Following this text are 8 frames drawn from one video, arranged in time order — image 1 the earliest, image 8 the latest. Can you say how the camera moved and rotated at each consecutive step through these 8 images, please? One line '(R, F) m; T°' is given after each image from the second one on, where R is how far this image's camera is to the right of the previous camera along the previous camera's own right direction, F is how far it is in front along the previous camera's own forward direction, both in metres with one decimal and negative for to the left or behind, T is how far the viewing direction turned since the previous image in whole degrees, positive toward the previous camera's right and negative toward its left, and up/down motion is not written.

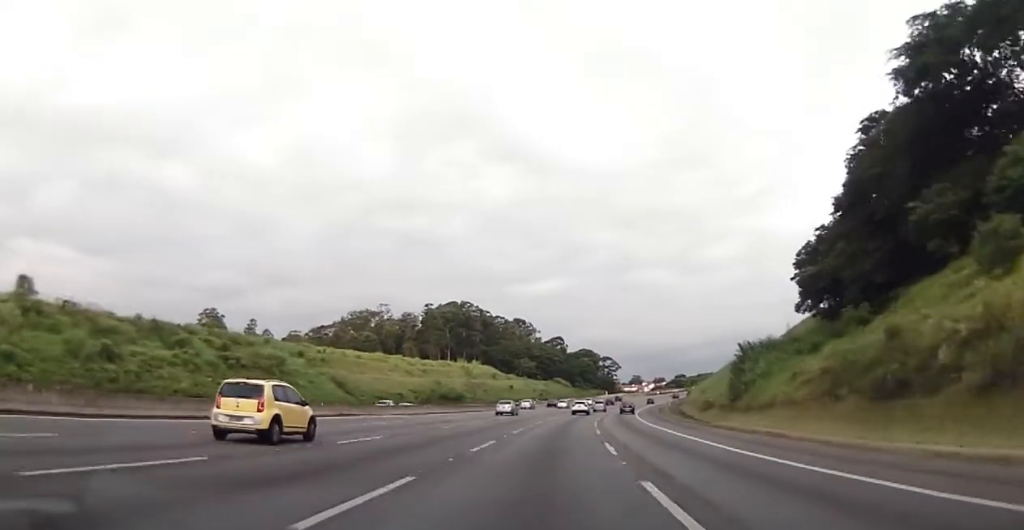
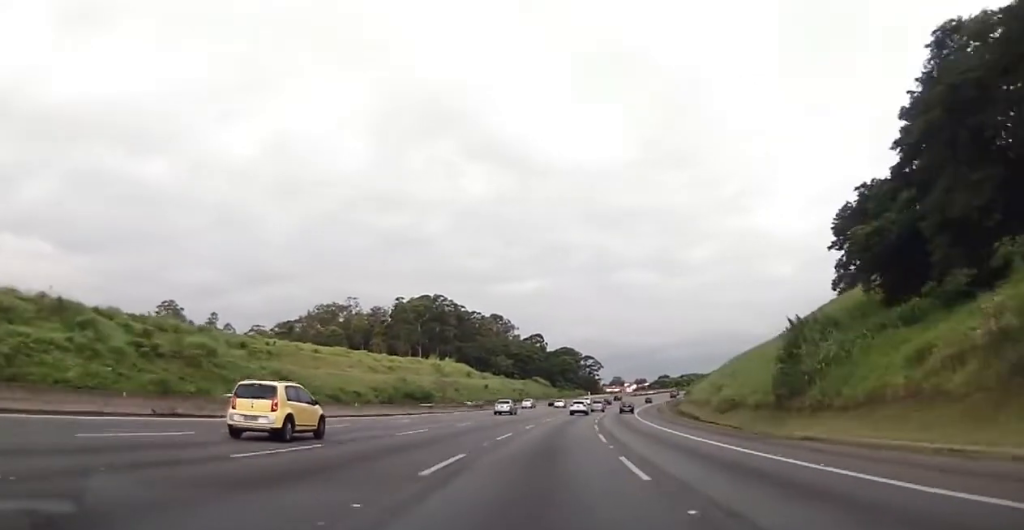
(0.0, +18.9) m; +1°
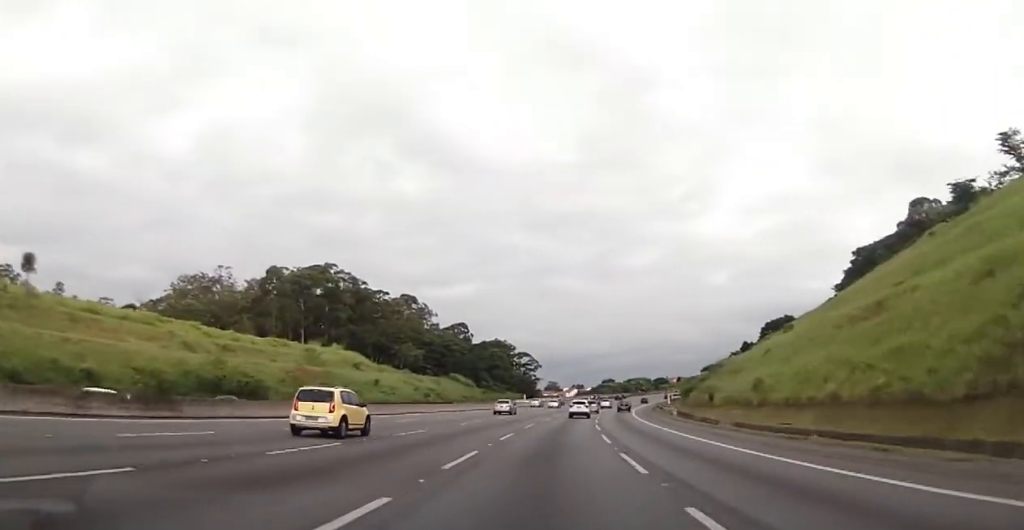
(+3.4, +64.6) m; +6°
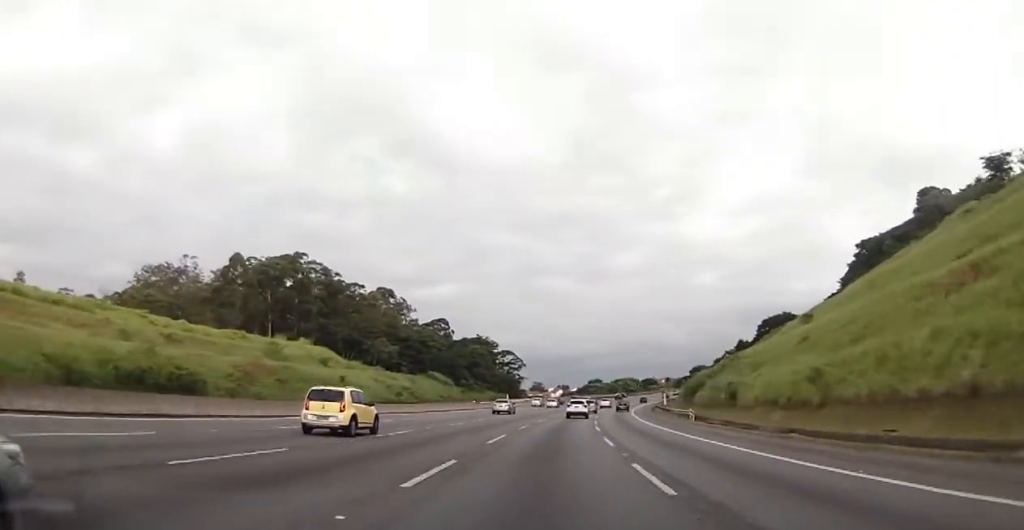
(+0.2, +14.1) m; +1°
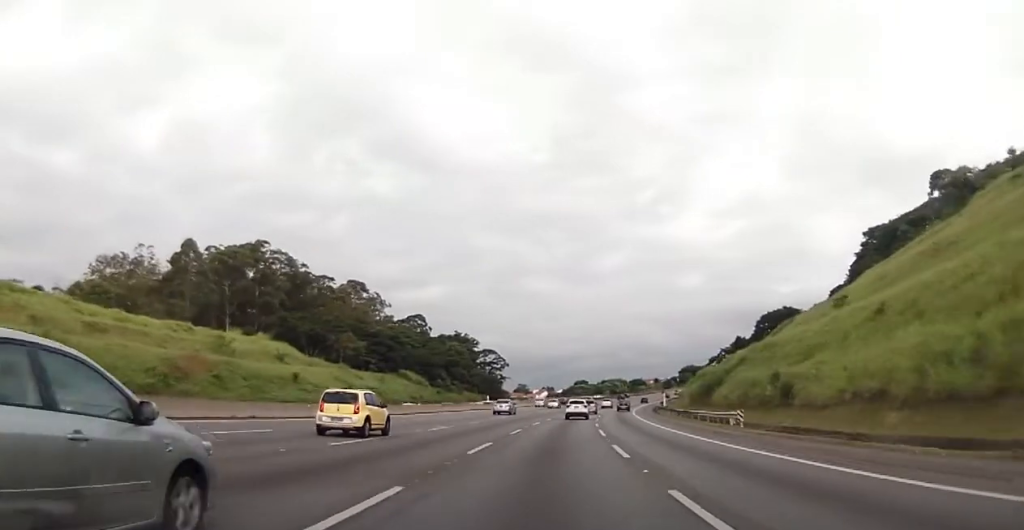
(+0.3, +16.9) m; +1°
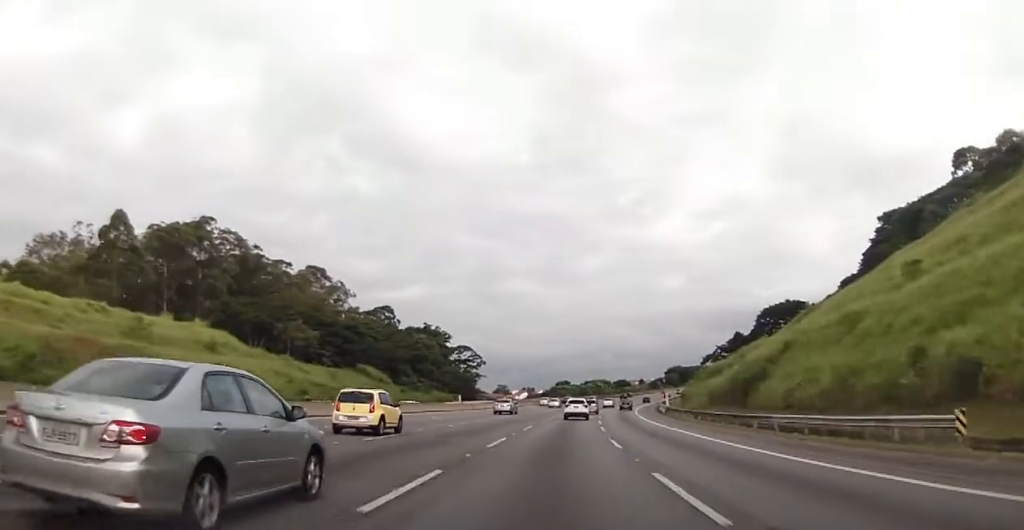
(+0.2, +21.8) m; +2°
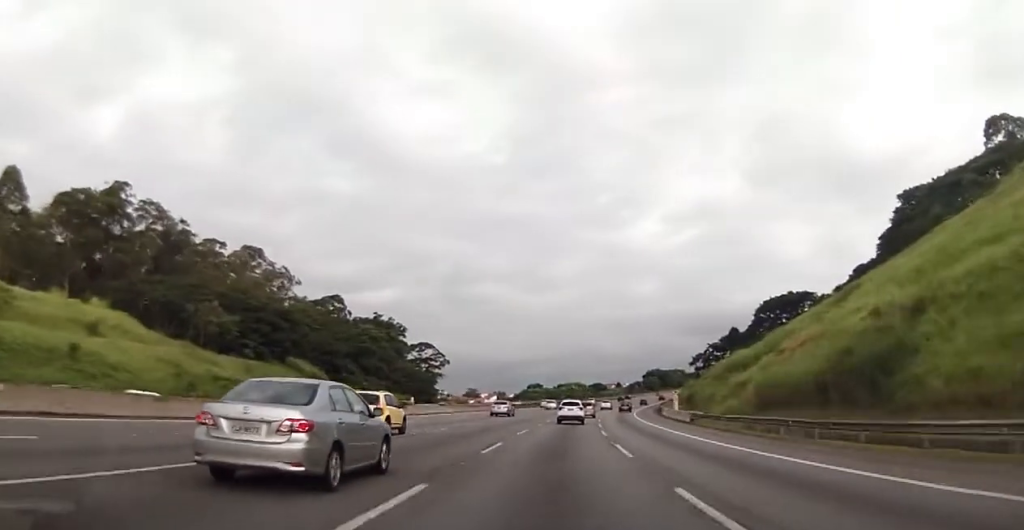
(+0.6, +26.5) m; +2°
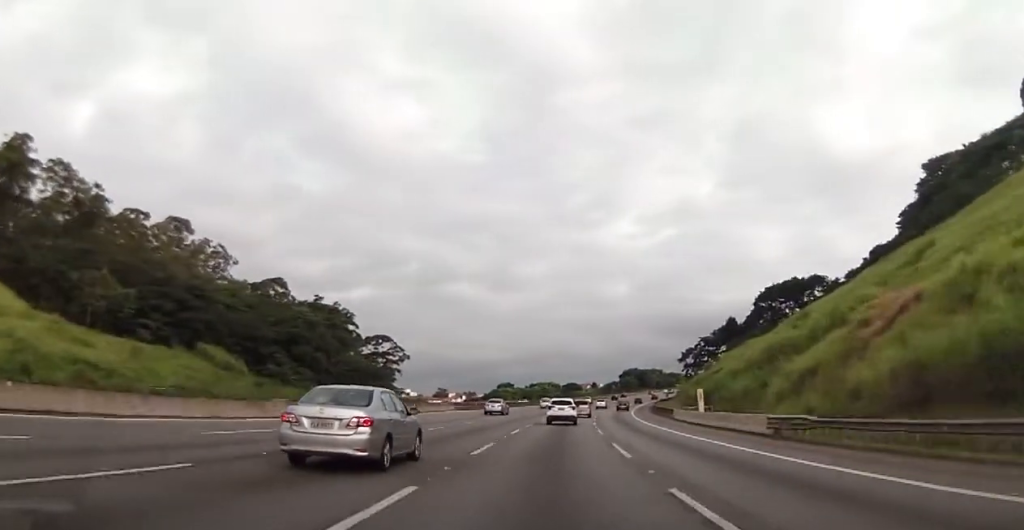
(+0.4, +24.7) m; +2°
